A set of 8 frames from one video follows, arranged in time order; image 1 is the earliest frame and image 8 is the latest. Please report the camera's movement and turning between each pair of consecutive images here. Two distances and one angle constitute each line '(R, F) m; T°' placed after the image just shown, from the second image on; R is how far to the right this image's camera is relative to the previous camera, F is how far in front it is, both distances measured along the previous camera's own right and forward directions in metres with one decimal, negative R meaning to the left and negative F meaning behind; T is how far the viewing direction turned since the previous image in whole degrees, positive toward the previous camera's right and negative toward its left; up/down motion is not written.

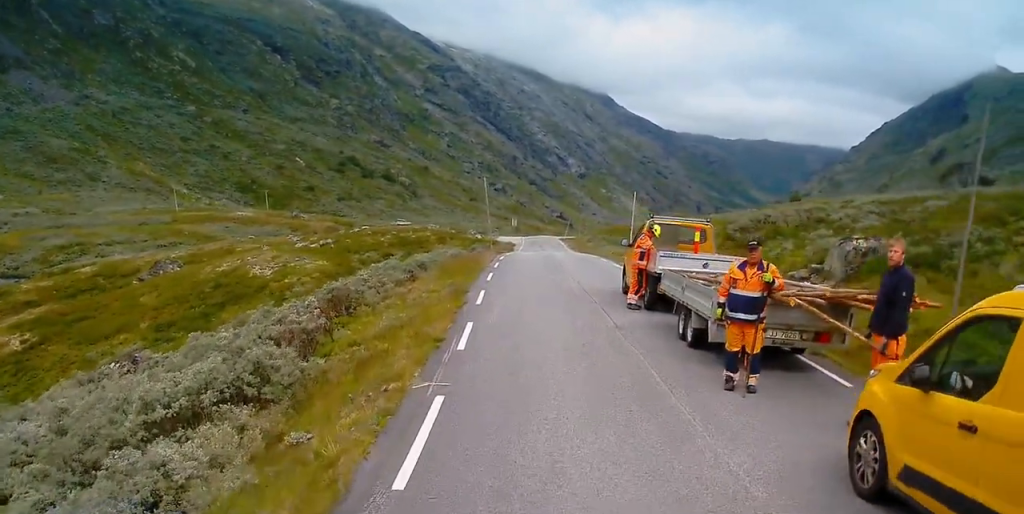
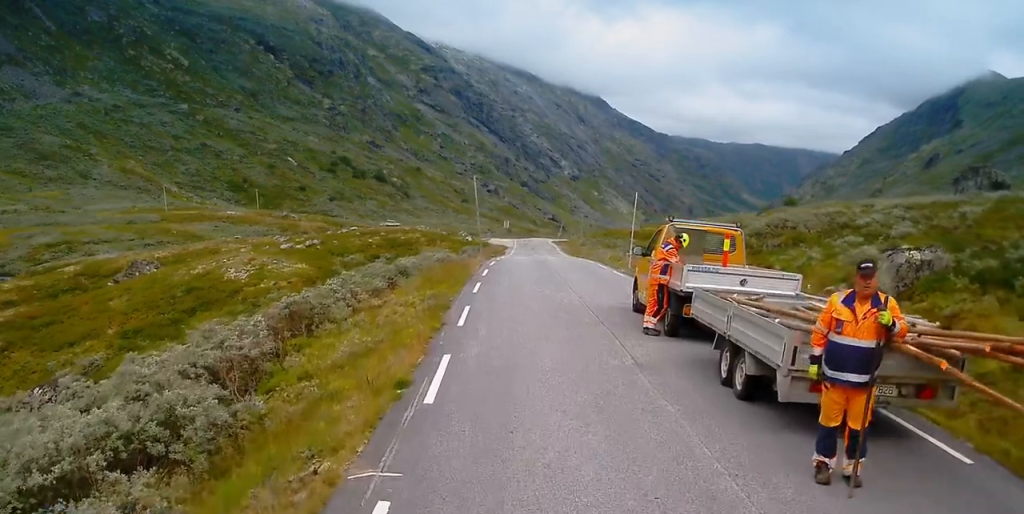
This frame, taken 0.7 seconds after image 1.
(-0.1, +3.2) m; -1°
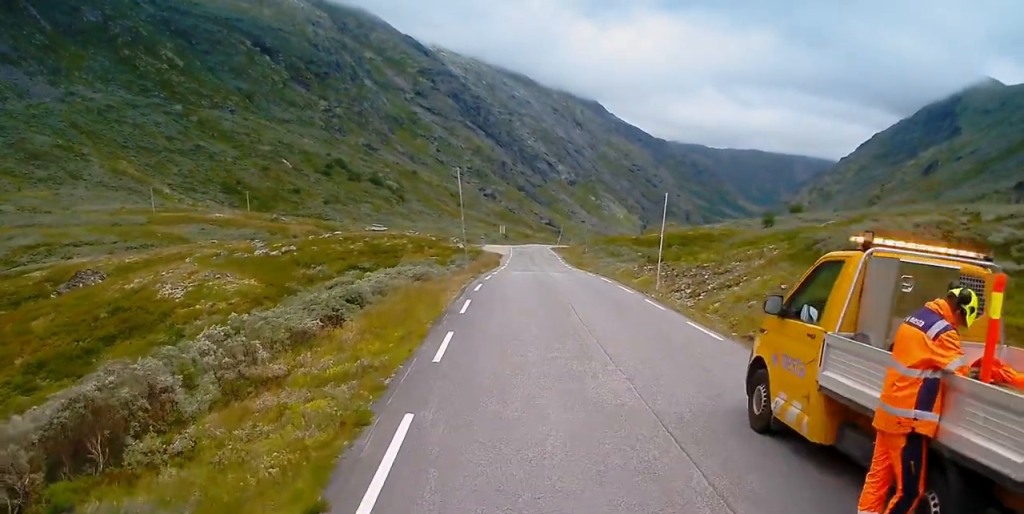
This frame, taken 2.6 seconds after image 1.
(+0.1, +9.0) m; +4°
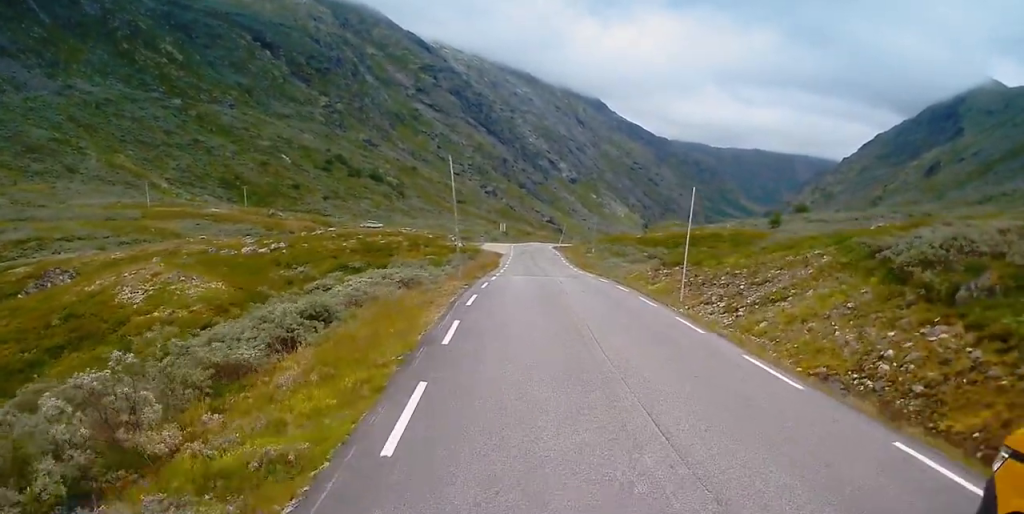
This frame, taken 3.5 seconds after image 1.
(+0.2, +4.5) m; +2°
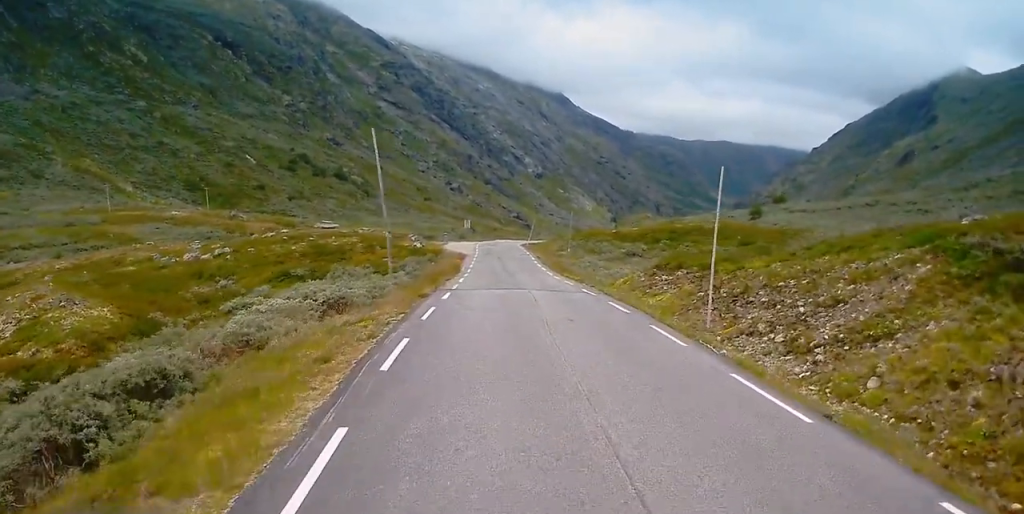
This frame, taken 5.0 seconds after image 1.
(0.0, +8.2) m; -1°
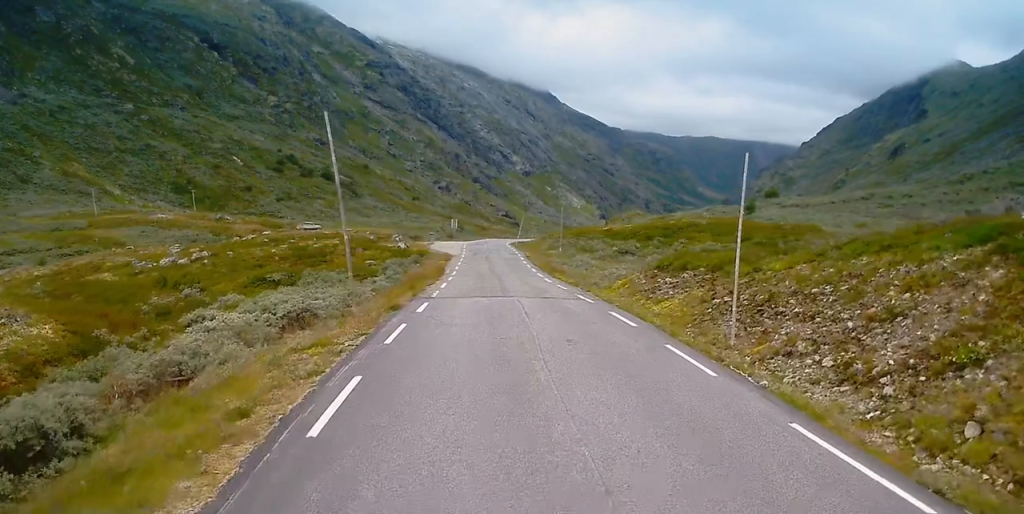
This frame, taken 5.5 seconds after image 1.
(0.0, +3.4) m; 0°
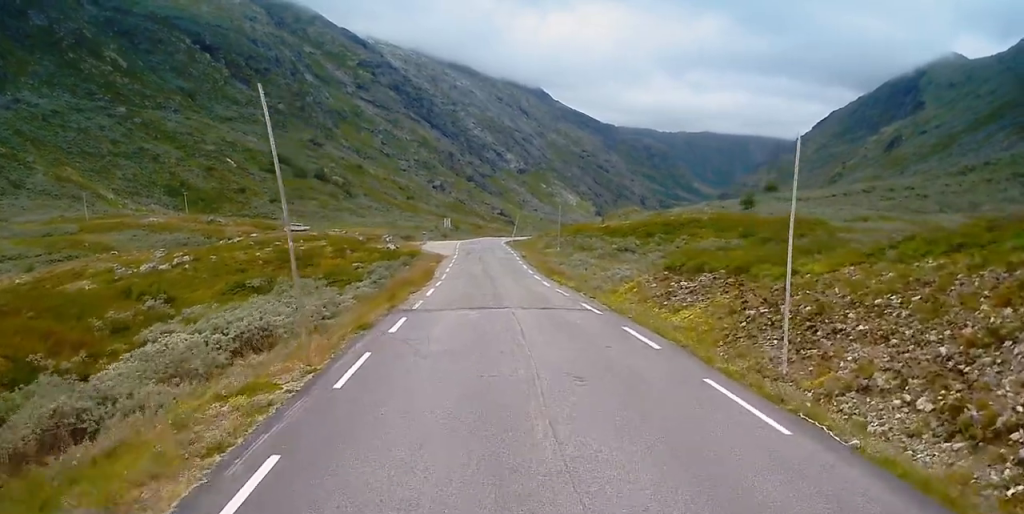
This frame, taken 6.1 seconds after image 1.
(-0.1, +3.7) m; 0°
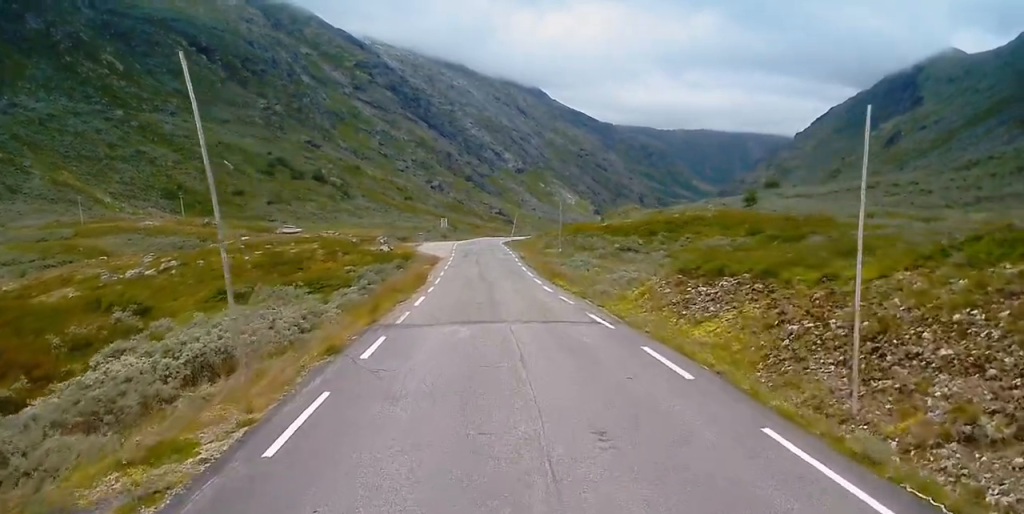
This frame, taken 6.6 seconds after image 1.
(+0.1, +3.1) m; +1°
